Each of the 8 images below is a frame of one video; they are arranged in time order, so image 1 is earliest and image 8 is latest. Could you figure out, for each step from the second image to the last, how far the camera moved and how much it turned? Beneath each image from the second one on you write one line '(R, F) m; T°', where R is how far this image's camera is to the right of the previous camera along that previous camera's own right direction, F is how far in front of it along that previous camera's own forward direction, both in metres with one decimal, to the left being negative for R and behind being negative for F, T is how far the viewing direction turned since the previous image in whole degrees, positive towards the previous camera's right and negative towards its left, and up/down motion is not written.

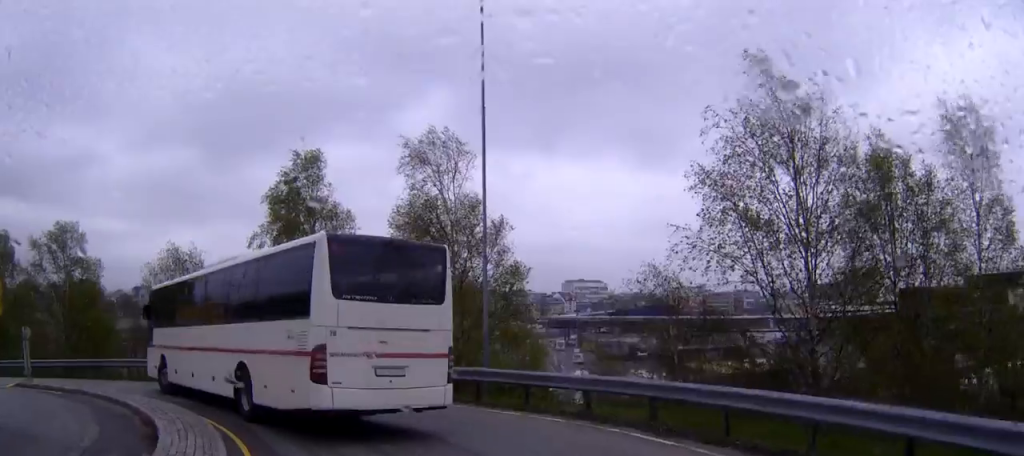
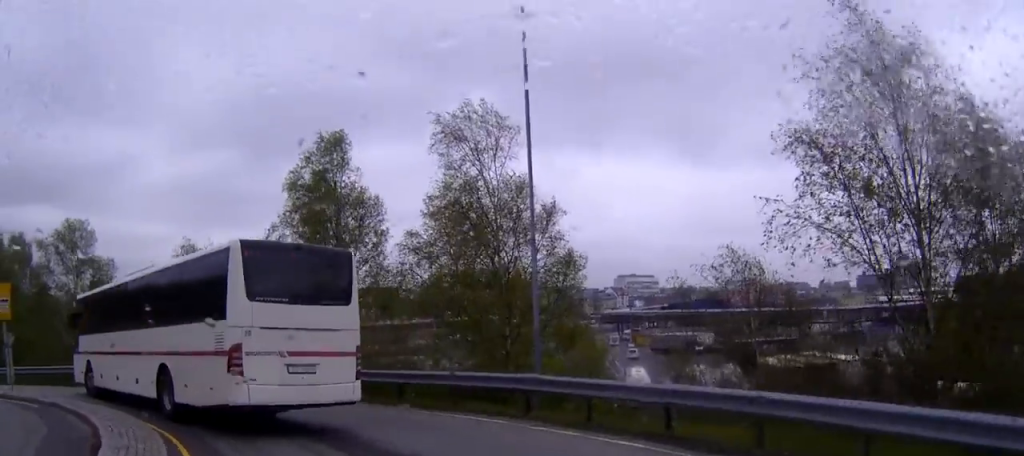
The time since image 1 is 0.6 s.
(+0.1, +2.9) m; -7°
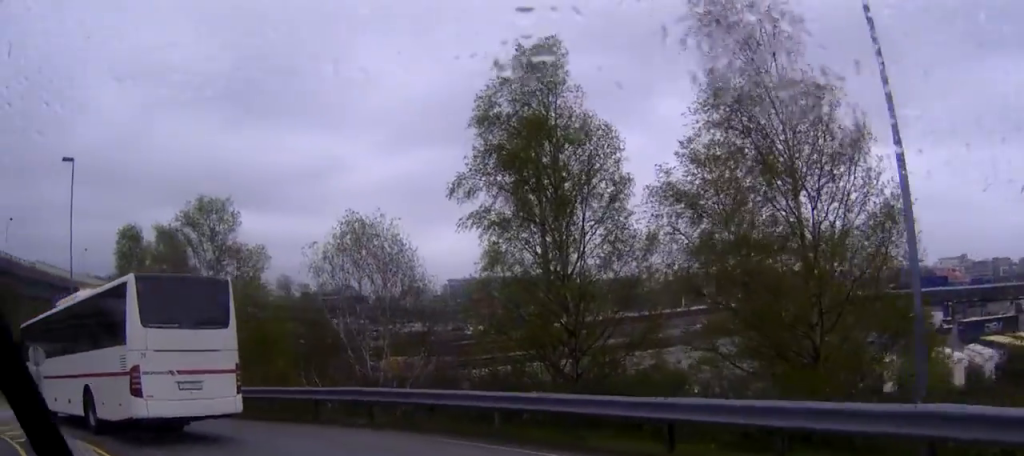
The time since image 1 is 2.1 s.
(-1.6, +6.6) m; -20°
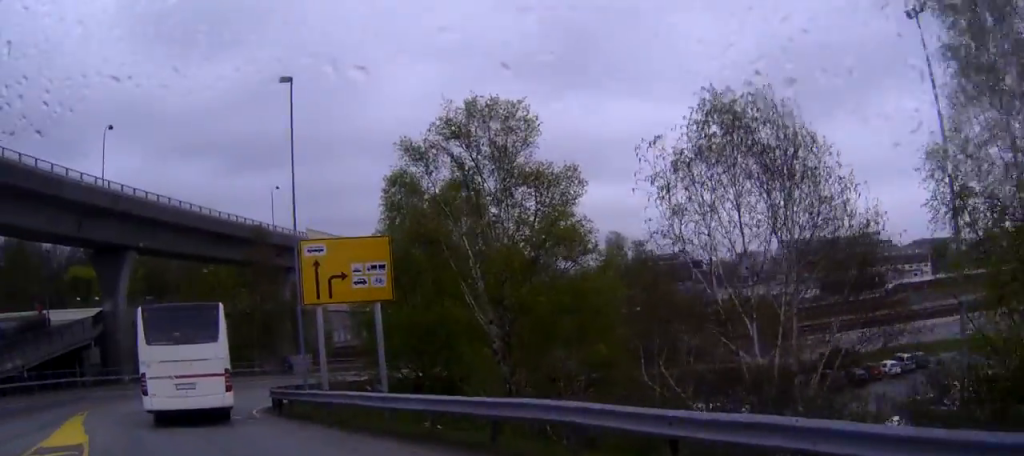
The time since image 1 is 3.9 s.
(-1.0, +9.2) m; -17°
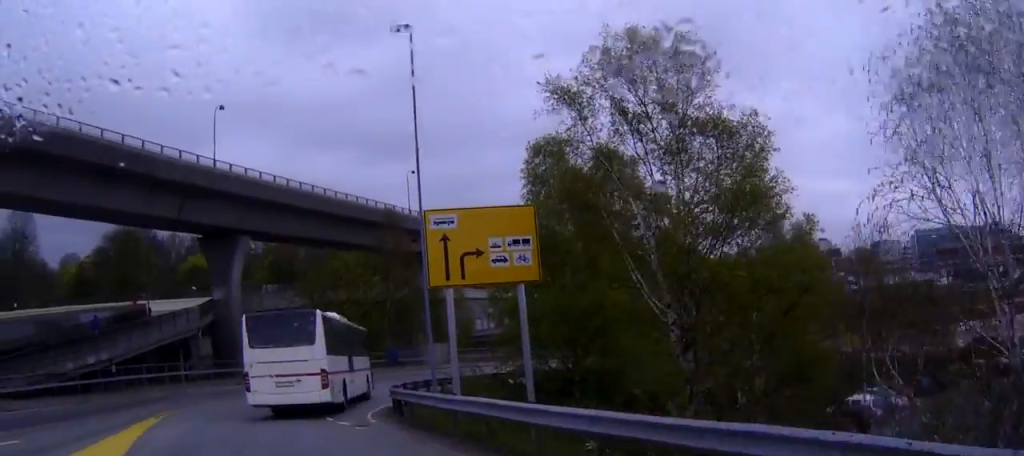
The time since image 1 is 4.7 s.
(-0.1, +3.9) m; -15°
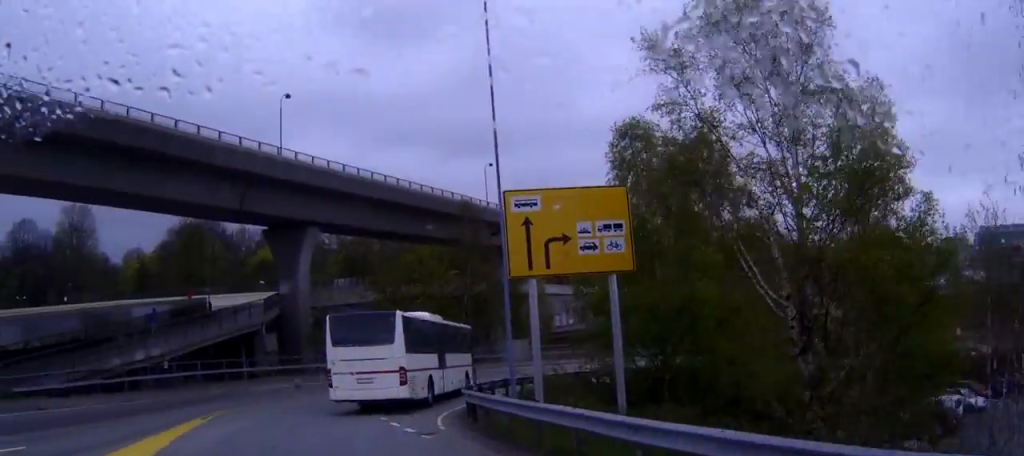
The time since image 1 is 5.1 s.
(-0.4, +2.1) m; -9°
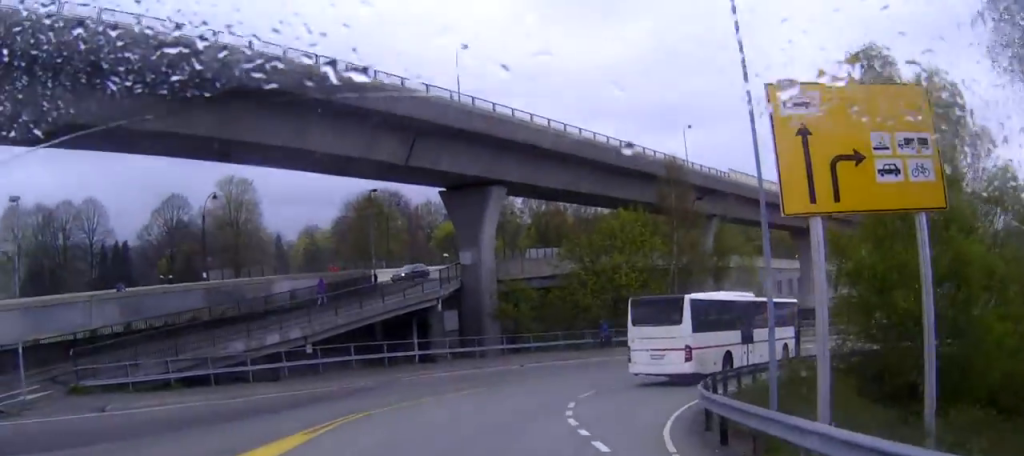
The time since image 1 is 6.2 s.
(-1.2, +6.0) m; -16°
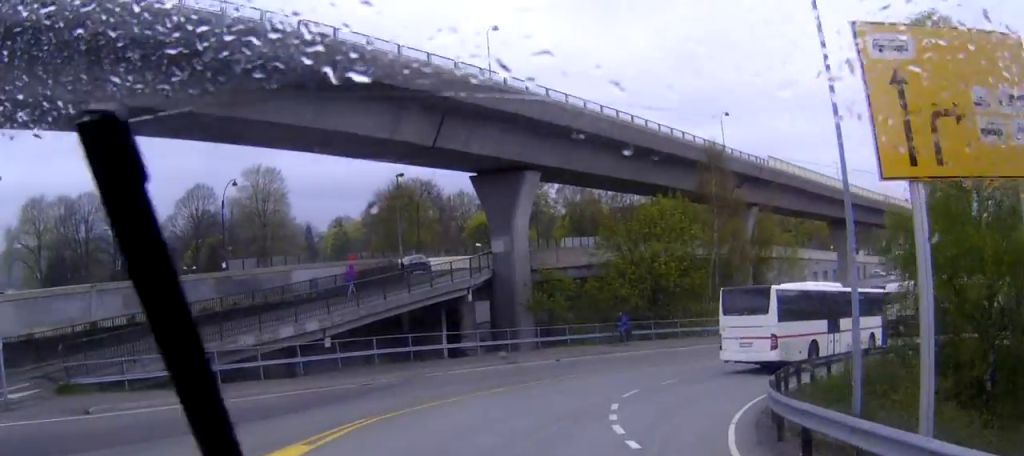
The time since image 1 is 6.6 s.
(-0.1, +2.2) m; -3°
